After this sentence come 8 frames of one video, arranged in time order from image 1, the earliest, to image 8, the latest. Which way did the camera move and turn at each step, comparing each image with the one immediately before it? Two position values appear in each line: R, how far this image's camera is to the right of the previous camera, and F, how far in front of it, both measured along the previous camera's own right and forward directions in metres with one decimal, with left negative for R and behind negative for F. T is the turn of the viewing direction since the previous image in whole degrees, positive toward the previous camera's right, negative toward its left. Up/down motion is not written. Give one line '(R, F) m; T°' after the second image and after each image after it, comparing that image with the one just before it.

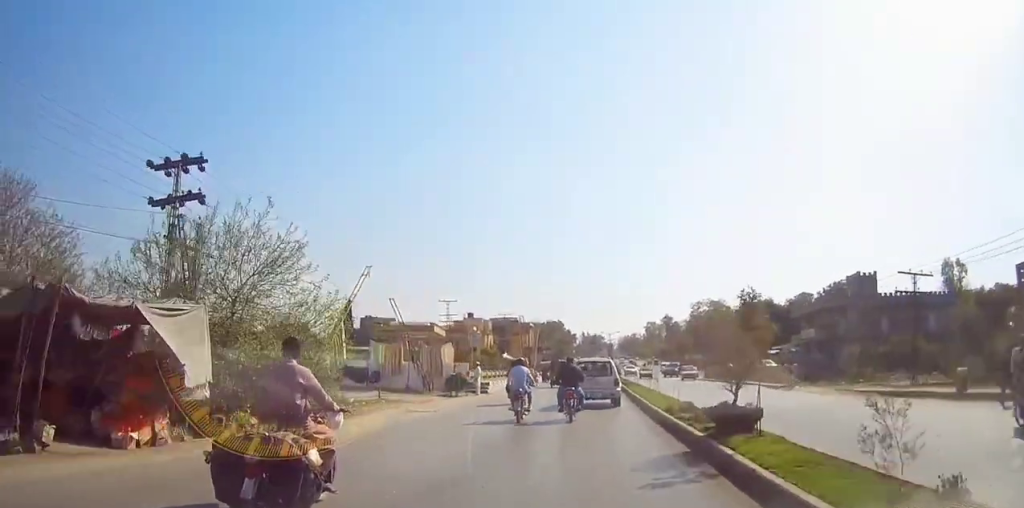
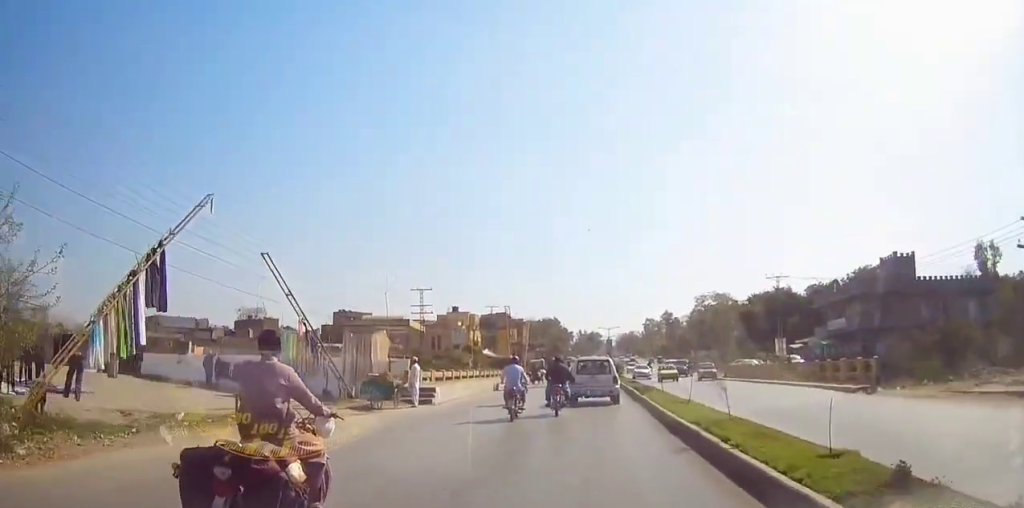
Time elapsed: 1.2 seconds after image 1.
(+0.3, +11.8) m; 0°
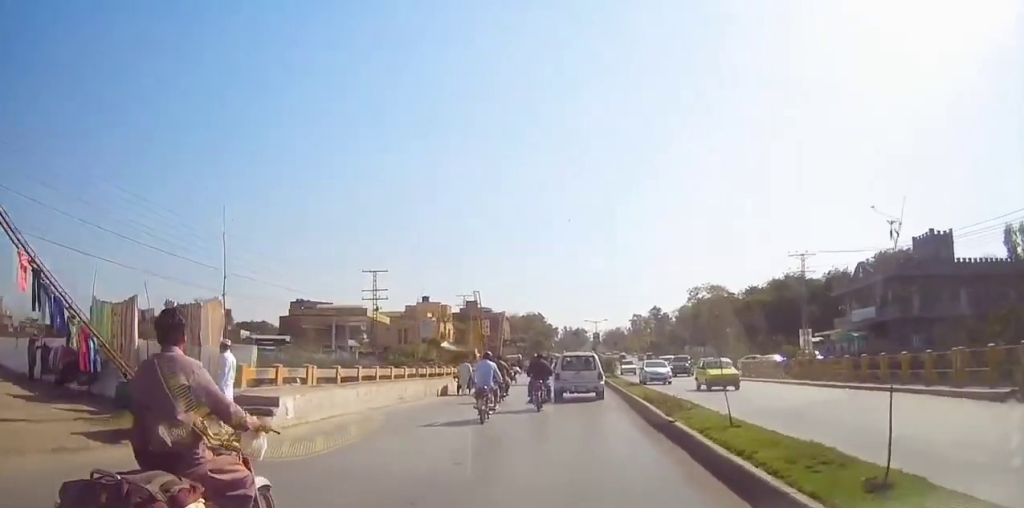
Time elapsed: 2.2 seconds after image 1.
(-0.3, +11.5) m; 0°
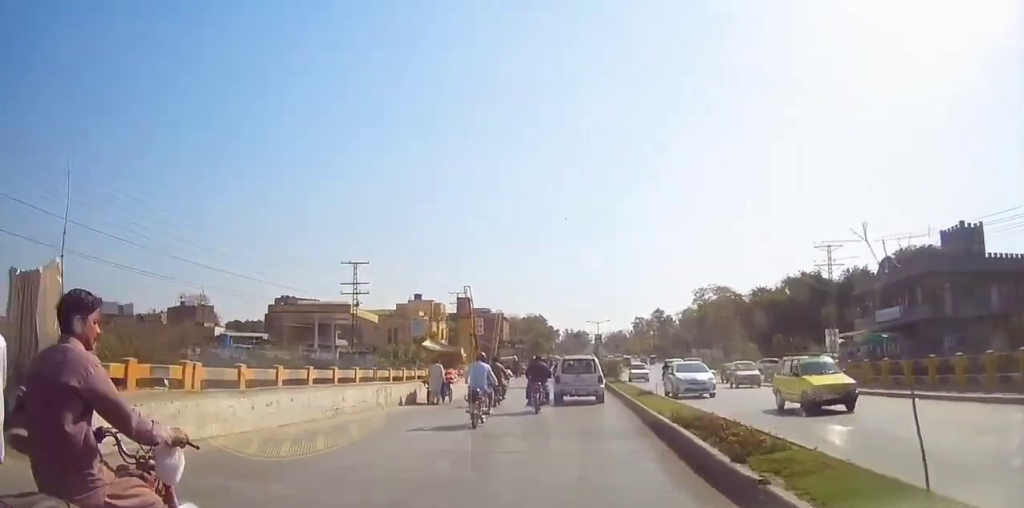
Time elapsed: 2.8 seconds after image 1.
(+0.1, +5.9) m; 0°
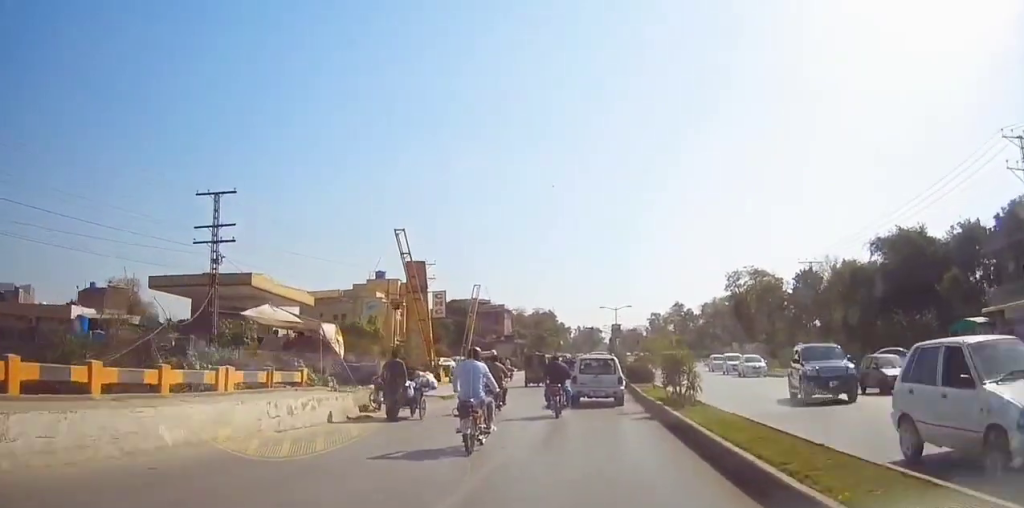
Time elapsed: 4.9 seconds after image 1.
(+0.5, +24.4) m; +2°
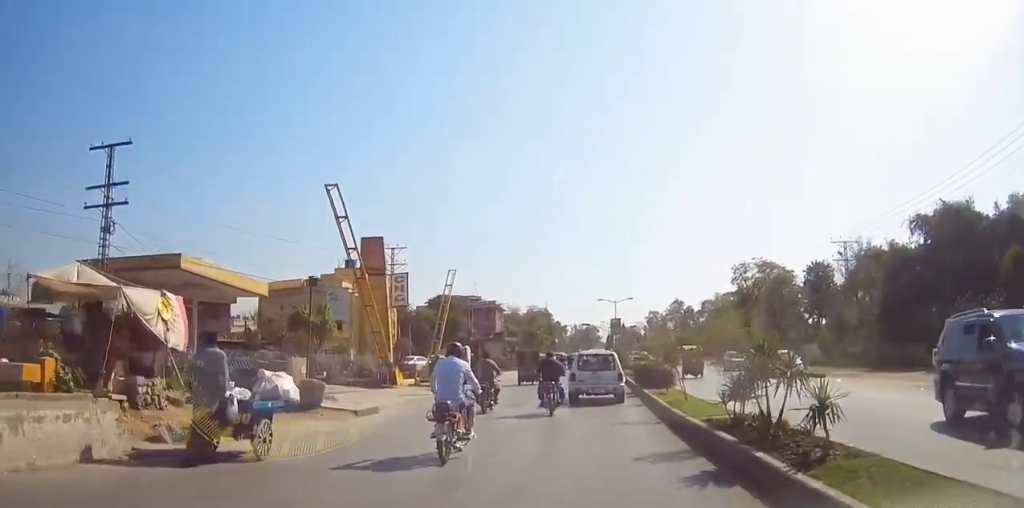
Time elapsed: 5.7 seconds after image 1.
(+0.2, +8.9) m; -1°
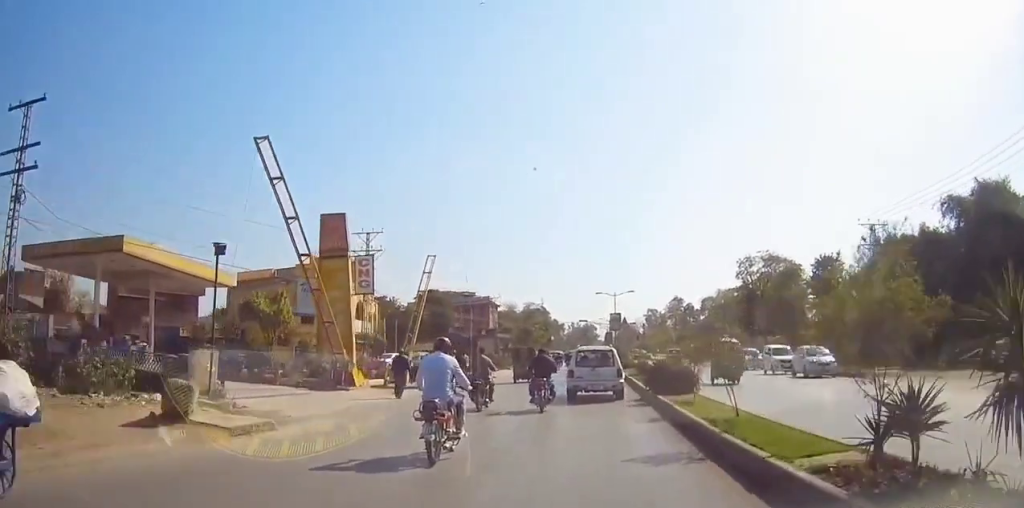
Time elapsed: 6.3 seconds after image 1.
(-0.3, +5.8) m; -3°
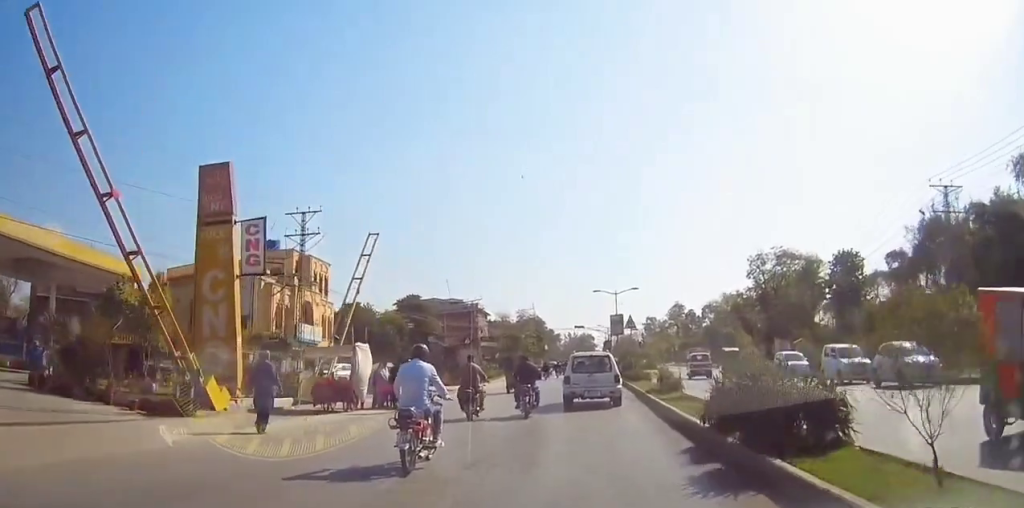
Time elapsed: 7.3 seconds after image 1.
(-0.2, +11.1) m; +3°
